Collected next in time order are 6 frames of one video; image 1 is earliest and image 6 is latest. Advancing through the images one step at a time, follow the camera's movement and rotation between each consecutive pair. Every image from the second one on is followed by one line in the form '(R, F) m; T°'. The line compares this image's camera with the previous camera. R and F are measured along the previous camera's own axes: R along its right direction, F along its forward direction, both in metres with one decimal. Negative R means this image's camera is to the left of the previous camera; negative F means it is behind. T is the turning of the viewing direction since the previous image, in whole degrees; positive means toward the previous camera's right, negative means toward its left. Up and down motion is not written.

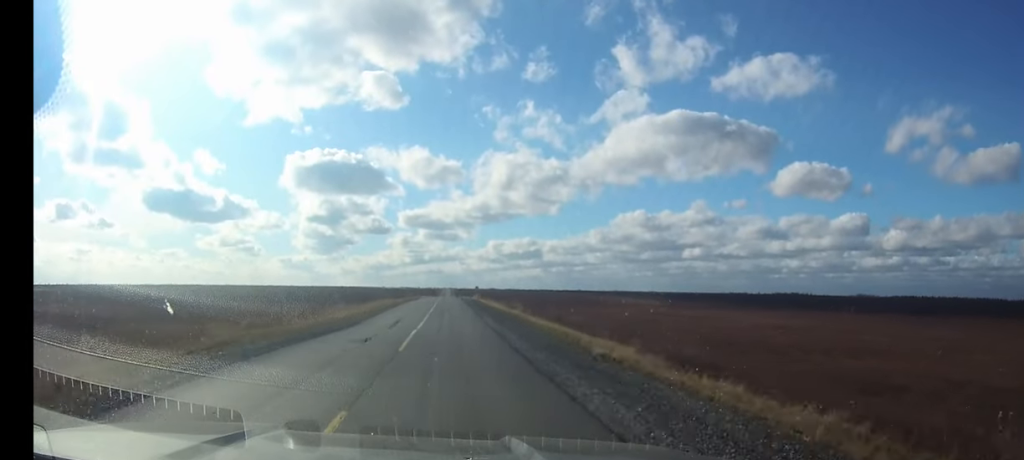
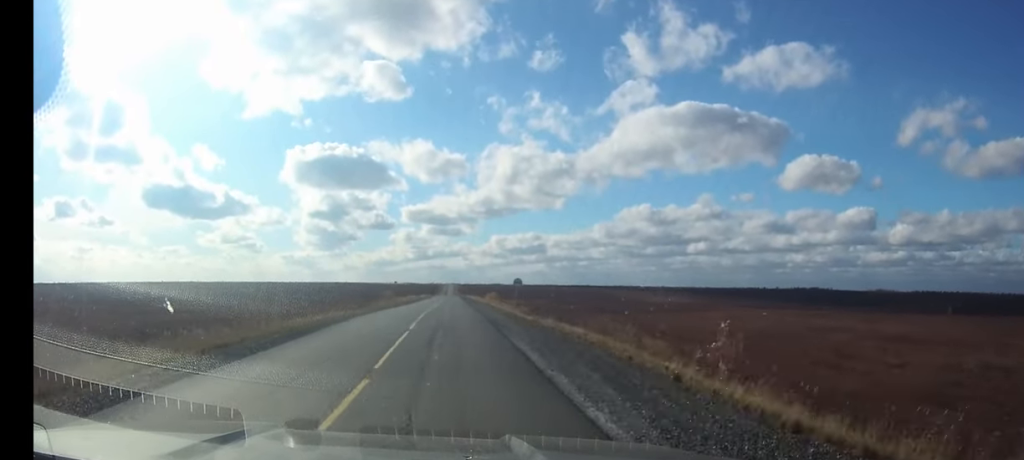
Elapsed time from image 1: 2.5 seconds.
(-0.2, +65.6) m; 0°
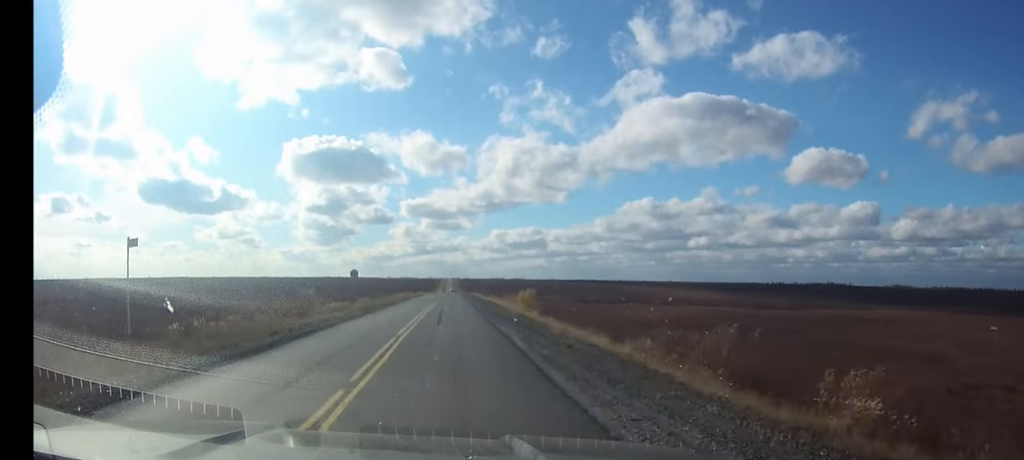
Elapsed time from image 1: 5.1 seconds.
(+0.1, +63.3) m; 0°
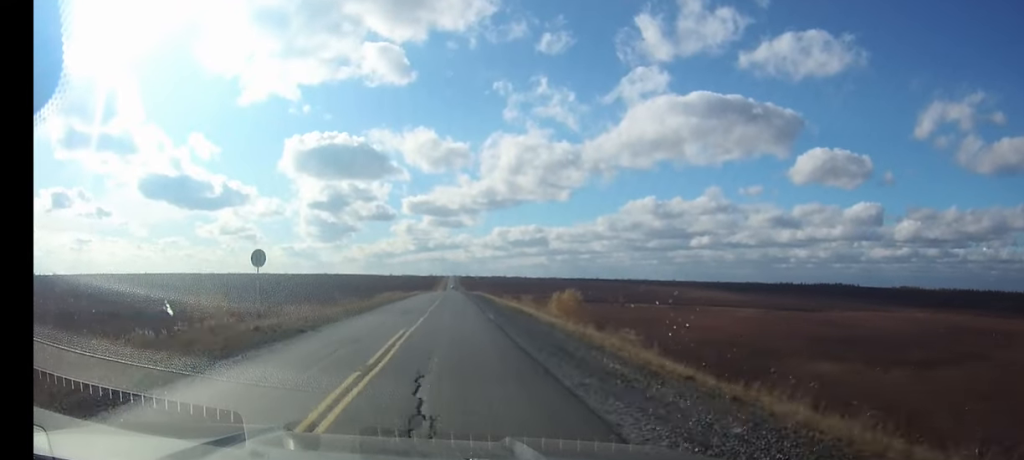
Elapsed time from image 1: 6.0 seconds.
(0.0, +22.1) m; 0°
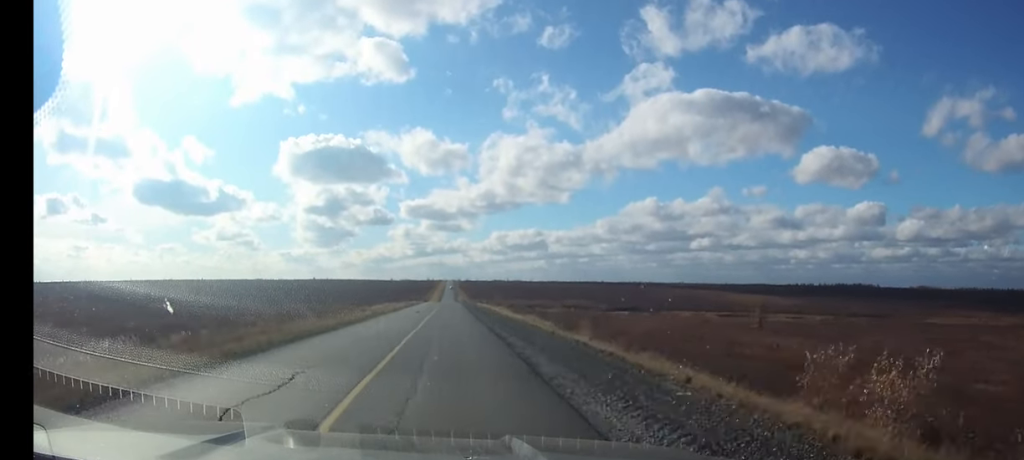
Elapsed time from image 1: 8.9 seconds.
(0.0, +66.1) m; 0°
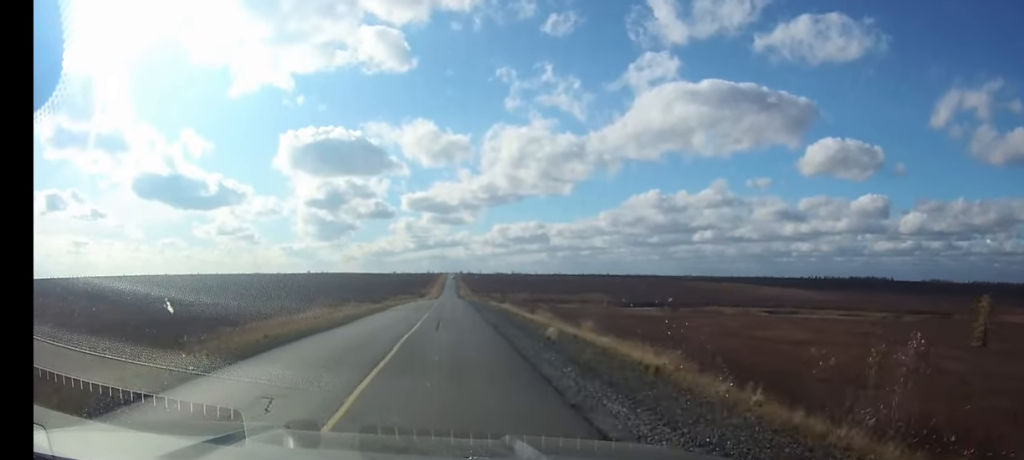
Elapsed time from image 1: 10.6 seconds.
(0.0, +38.9) m; 0°
